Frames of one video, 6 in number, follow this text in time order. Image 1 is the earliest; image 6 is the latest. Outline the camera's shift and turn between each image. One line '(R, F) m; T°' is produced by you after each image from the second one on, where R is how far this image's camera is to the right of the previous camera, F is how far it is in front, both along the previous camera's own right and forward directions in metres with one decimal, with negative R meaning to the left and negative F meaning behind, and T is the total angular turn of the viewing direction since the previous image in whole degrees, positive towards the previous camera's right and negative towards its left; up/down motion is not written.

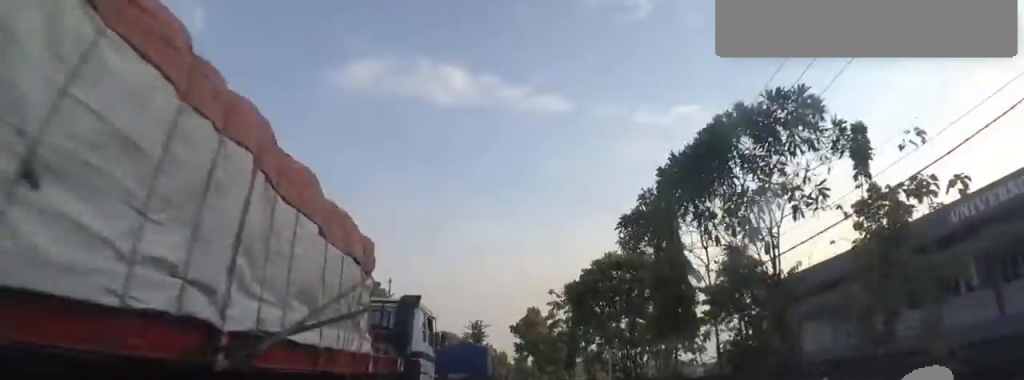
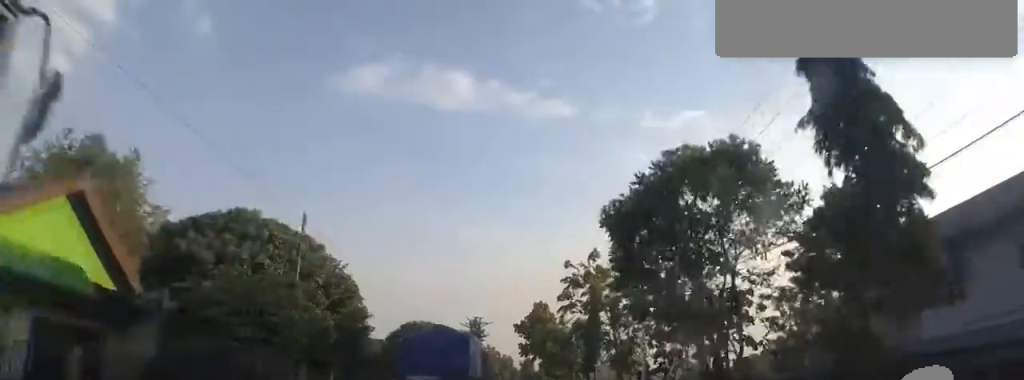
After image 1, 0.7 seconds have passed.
(+0.3, +9.6) m; -1°
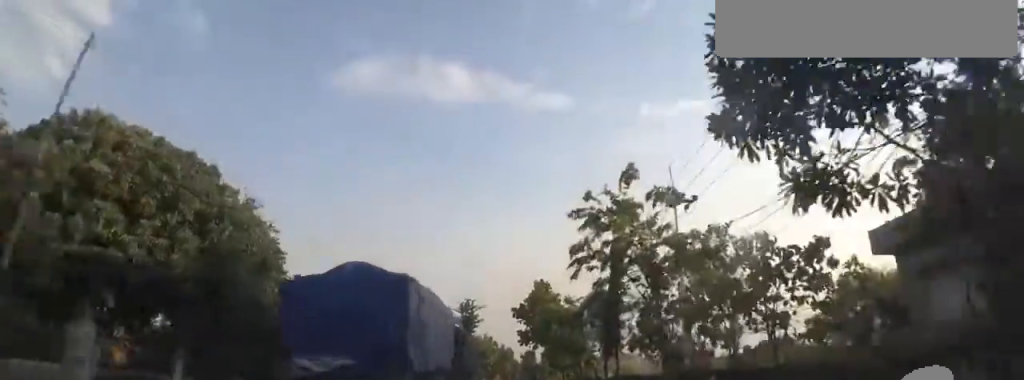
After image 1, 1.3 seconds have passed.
(-0.4, +8.0) m; -2°
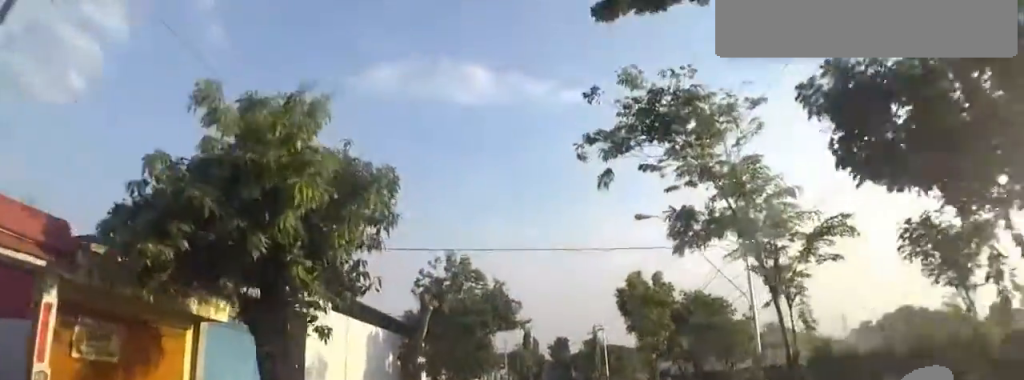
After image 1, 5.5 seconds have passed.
(+1.7, +54.1) m; 0°
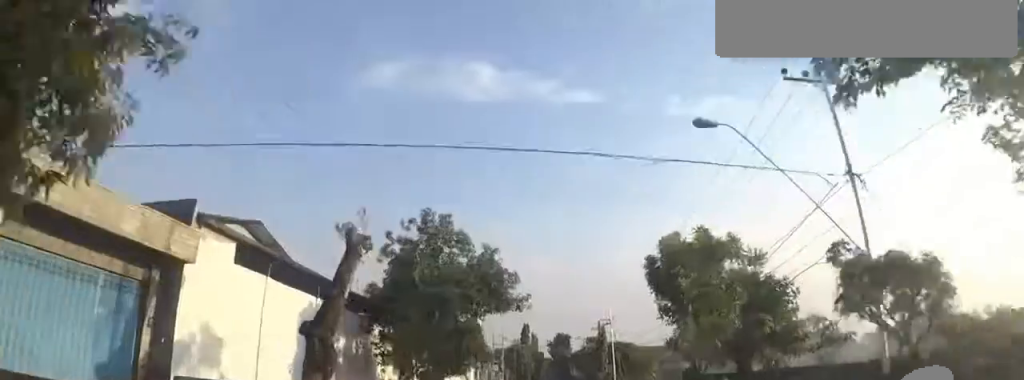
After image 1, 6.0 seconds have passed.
(+0.2, +6.6) m; 0°
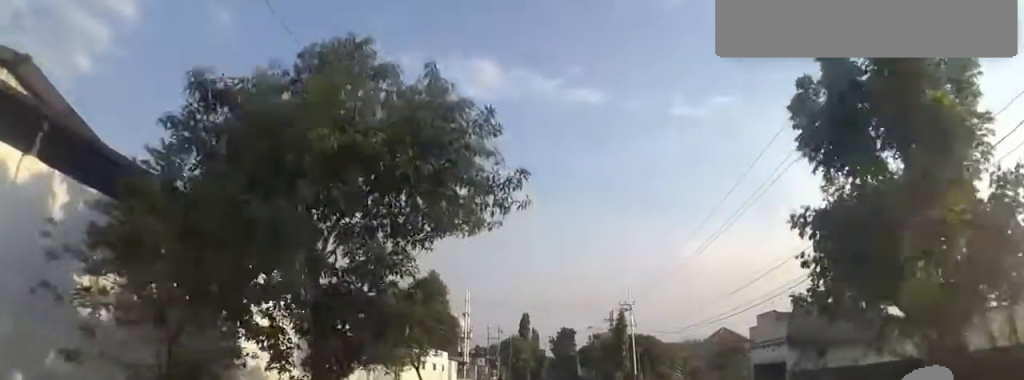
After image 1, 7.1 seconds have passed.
(0.0, +11.8) m; 0°
